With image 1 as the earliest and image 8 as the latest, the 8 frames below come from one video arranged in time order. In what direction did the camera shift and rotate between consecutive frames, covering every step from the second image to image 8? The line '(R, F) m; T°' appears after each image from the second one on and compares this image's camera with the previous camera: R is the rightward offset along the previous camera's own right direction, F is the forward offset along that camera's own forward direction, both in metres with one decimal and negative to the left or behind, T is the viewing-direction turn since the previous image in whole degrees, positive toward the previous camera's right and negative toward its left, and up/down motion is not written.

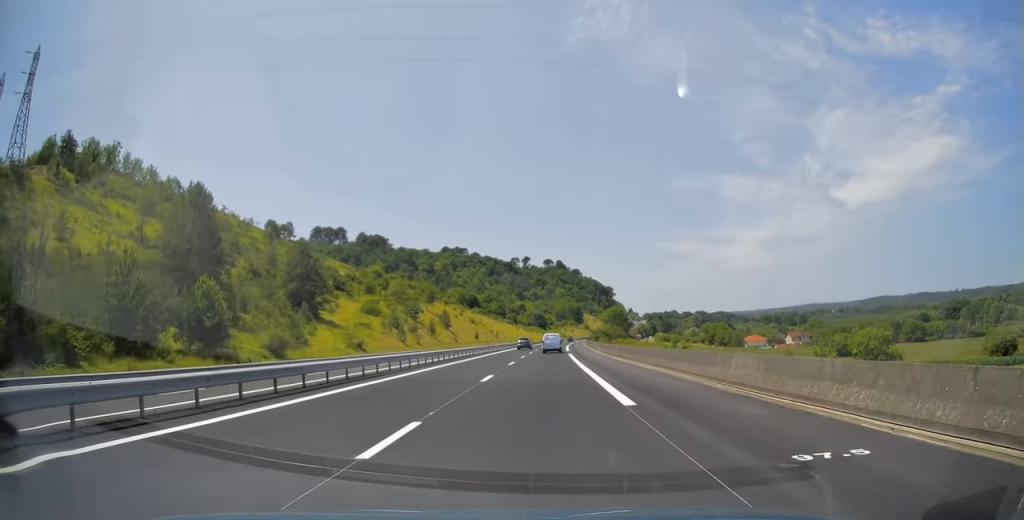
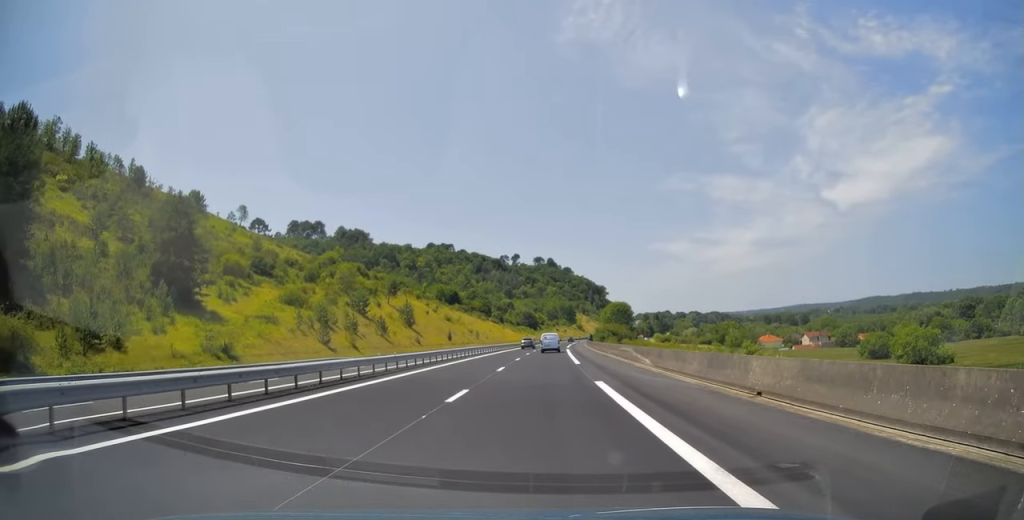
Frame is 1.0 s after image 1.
(+0.1, +32.4) m; +1°
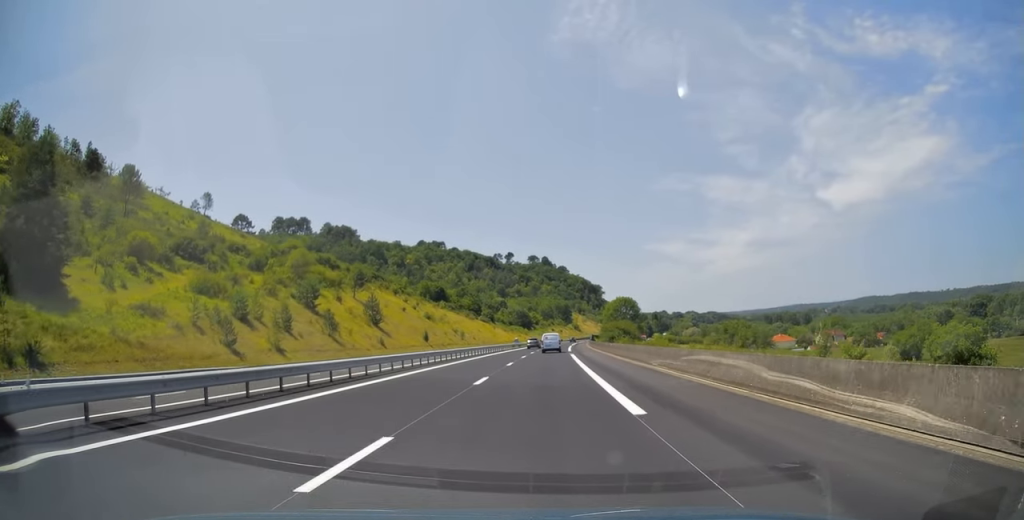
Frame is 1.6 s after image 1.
(+0.1, +21.1) m; +1°
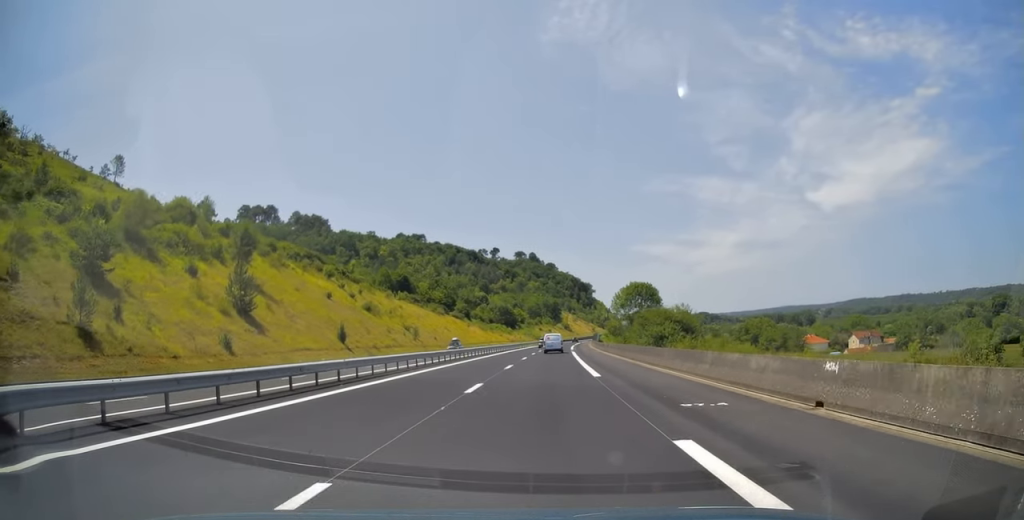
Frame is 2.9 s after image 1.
(+0.7, +41.5) m; +2°
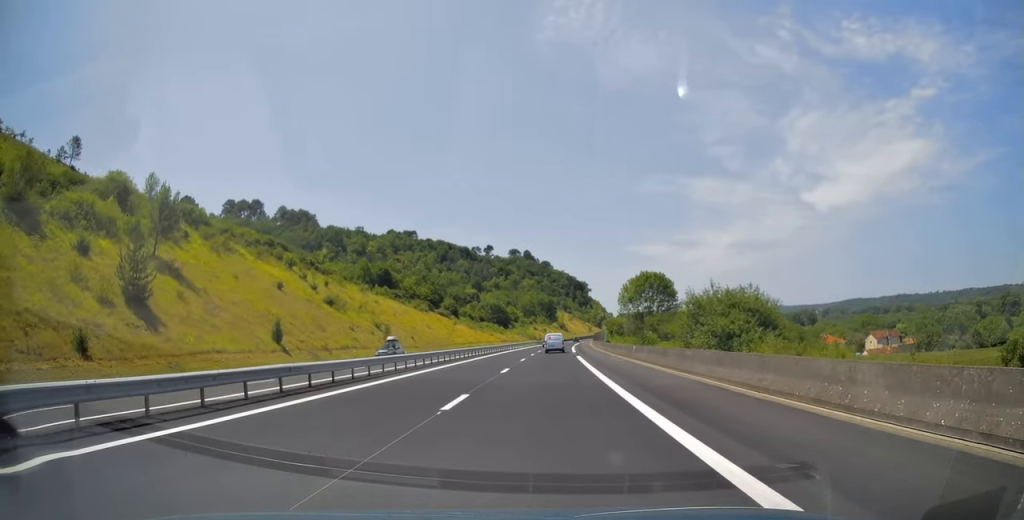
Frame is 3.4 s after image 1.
(+0.1, +16.7) m; +1°
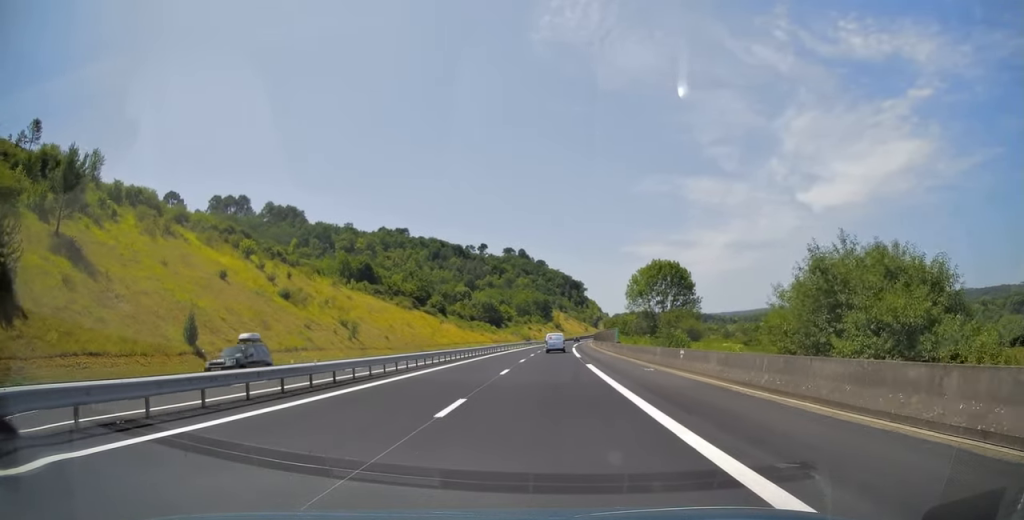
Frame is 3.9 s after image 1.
(0.0, +14.0) m; 0°
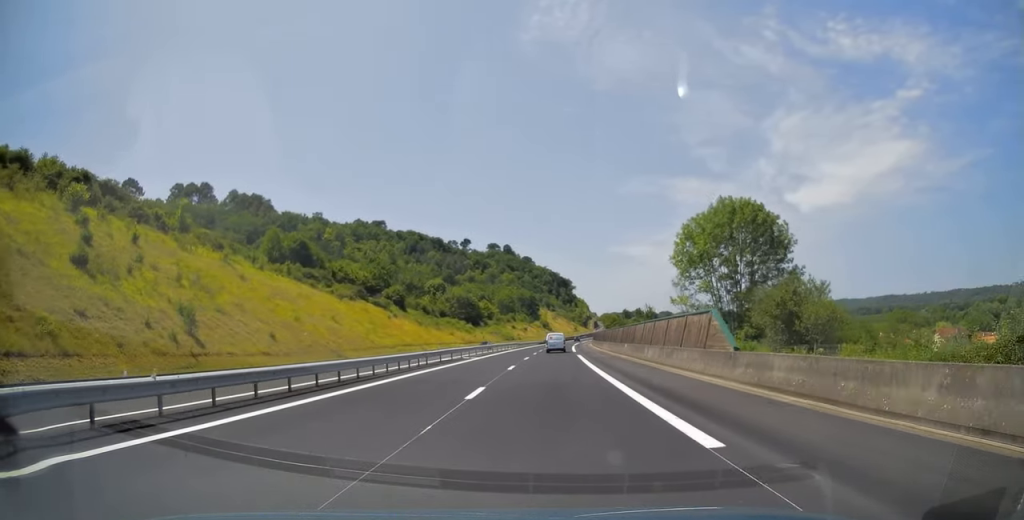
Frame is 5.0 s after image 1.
(+0.4, +35.5) m; +1°
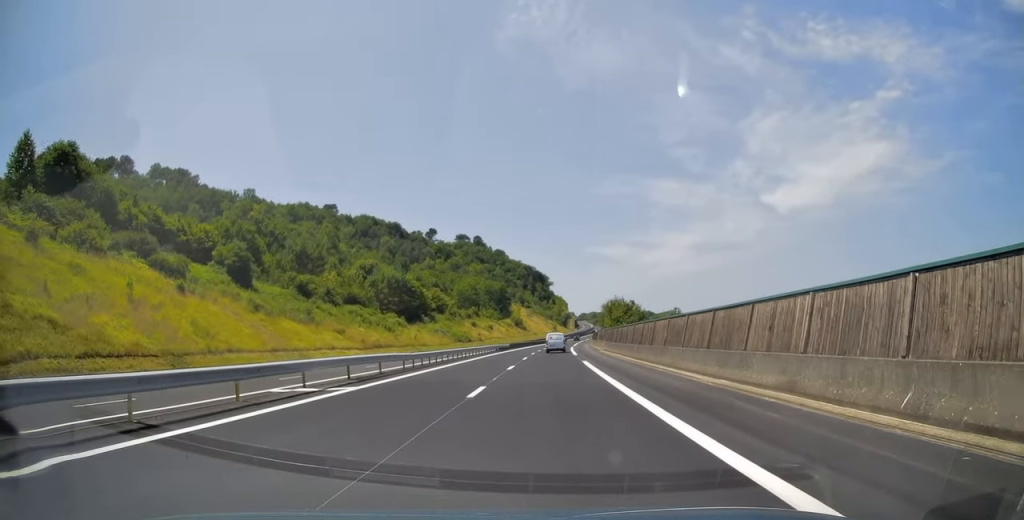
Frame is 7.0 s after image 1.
(+0.5, +64.7) m; +2°
